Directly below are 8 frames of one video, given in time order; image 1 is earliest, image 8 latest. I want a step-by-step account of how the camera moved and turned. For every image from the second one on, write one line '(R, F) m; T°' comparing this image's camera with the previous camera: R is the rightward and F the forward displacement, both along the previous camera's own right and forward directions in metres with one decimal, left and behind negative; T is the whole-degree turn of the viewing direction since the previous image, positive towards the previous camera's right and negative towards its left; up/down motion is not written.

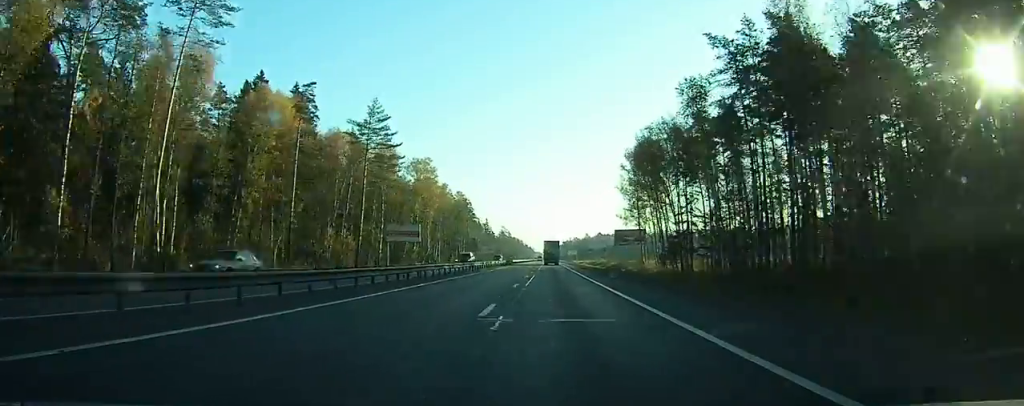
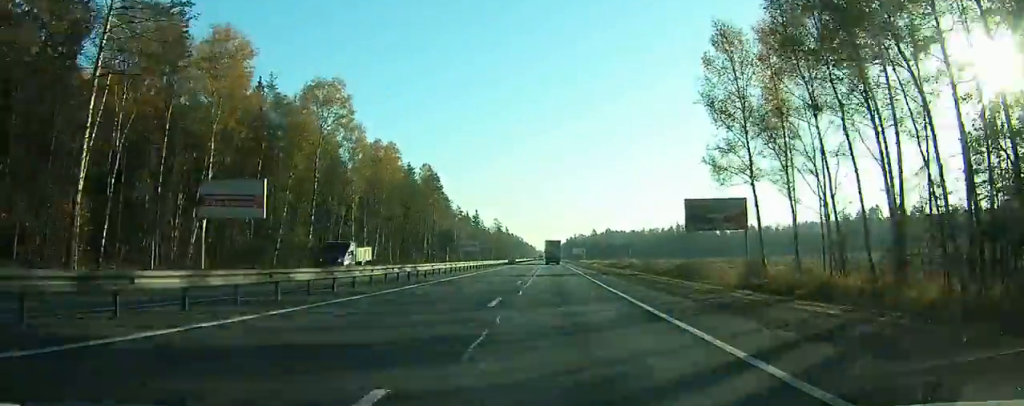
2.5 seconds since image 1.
(+0.1, +57.3) m; 0°
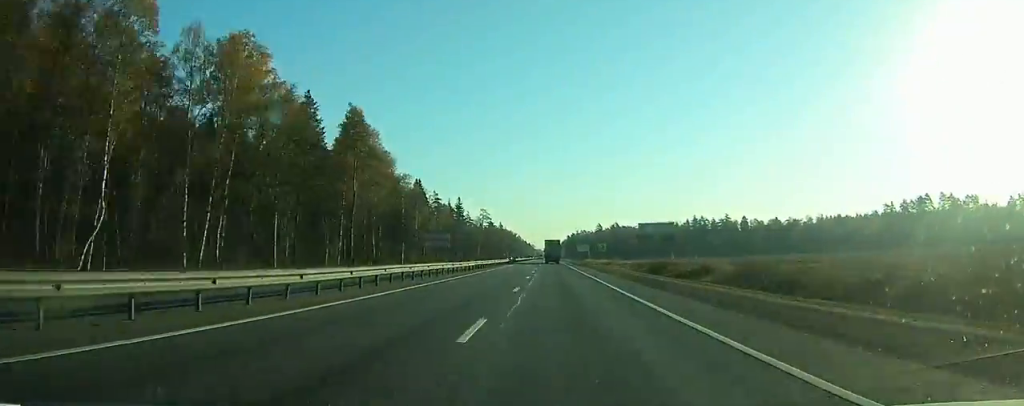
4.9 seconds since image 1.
(-0.4, +54.2) m; 0°
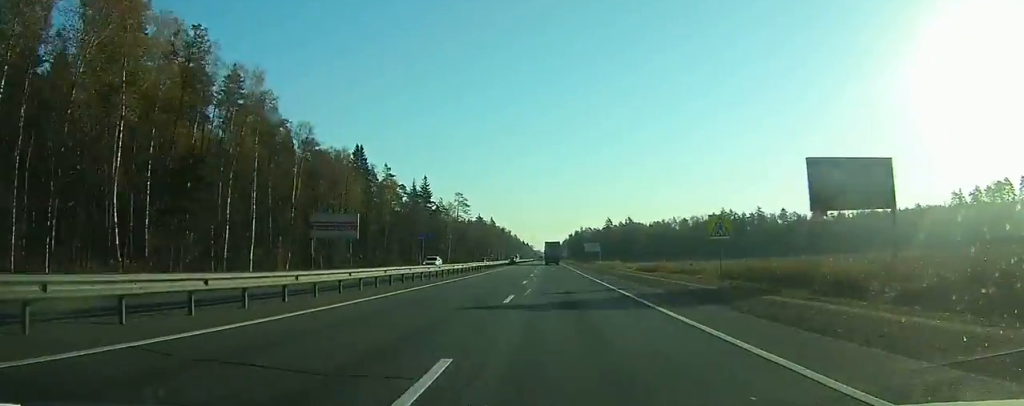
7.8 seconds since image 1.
(+0.4, +64.7) m; +1°
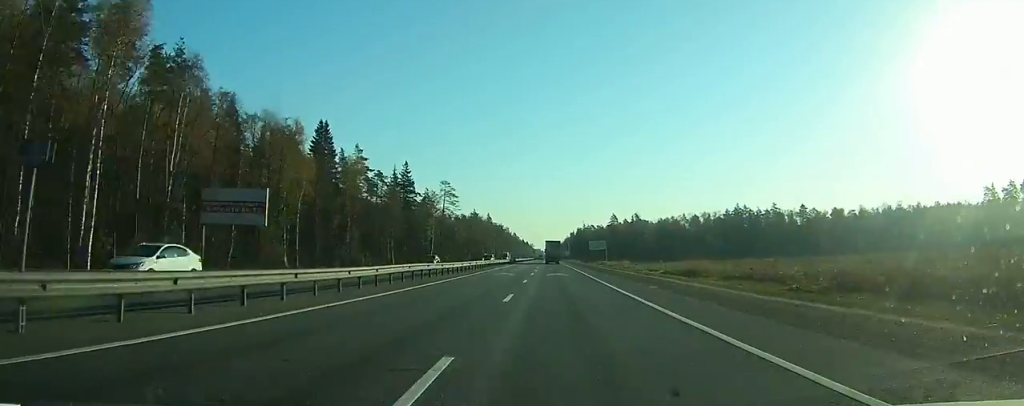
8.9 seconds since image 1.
(+0.1, +24.0) m; 0°
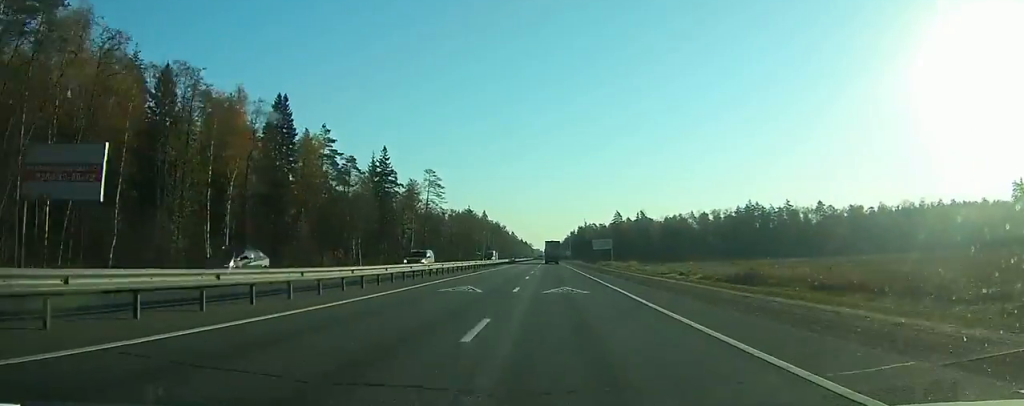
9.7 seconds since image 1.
(0.0, +19.5) m; 0°
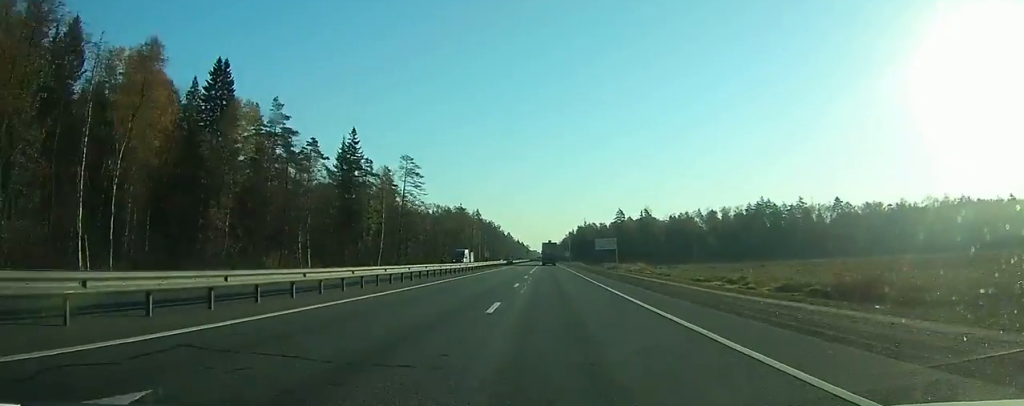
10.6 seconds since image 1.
(+0.1, +19.4) m; 0°
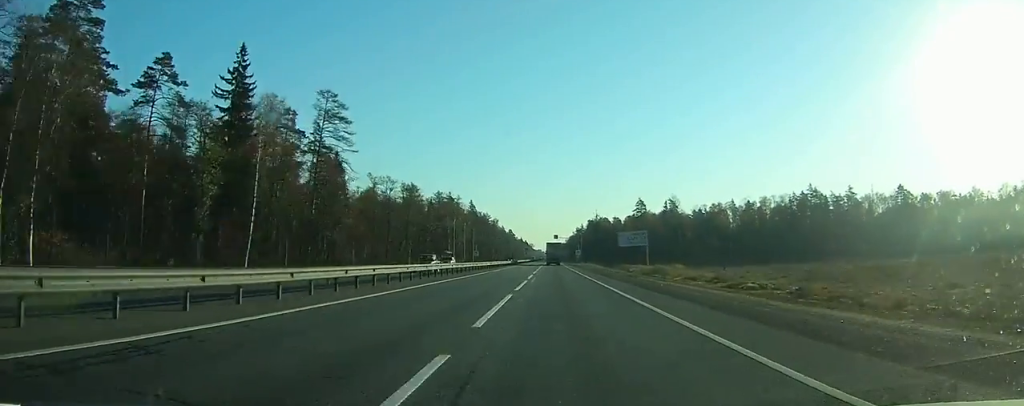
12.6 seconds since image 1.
(-0.1, +44.8) m; 0°
